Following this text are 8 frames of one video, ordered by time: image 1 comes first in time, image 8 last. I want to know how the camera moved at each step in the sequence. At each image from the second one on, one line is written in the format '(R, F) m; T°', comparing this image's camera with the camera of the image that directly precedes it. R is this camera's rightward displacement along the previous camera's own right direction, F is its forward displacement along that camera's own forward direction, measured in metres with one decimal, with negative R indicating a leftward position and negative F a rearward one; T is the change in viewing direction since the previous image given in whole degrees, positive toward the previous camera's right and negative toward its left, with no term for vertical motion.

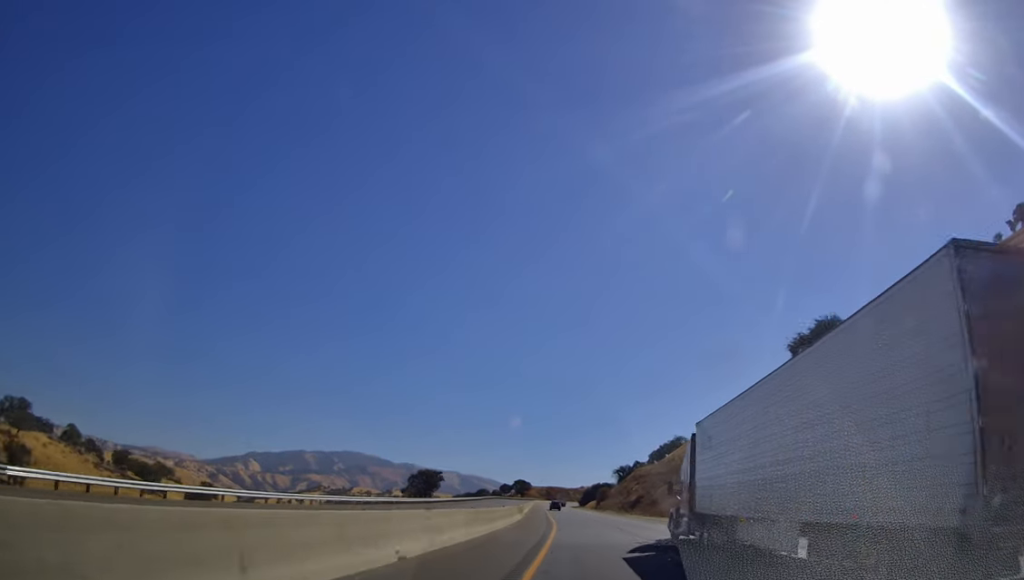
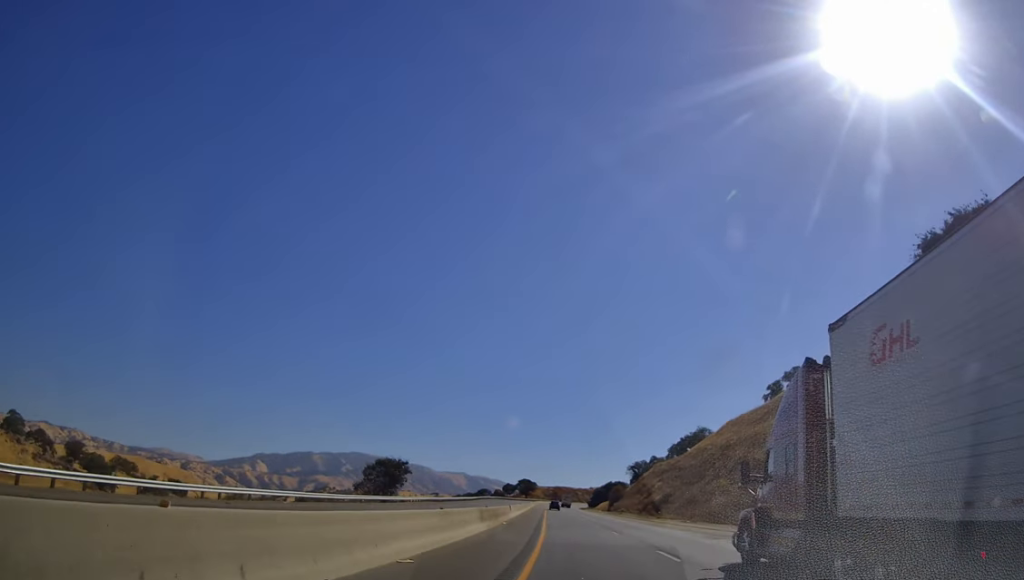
(-0.6, +26.8) m; -1°
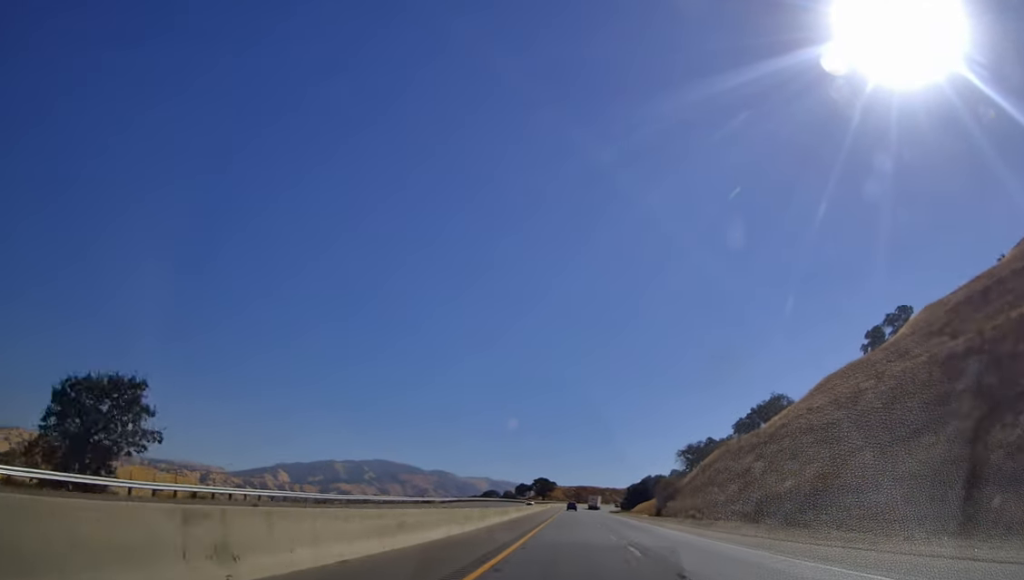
(-0.9, +55.5) m; -1°
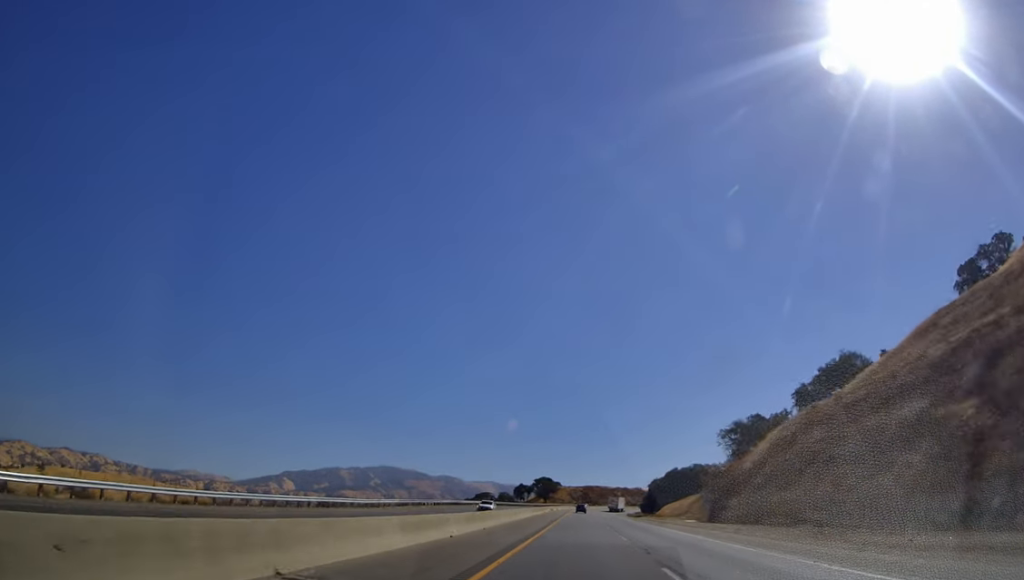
(-0.1, +36.3) m; -1°
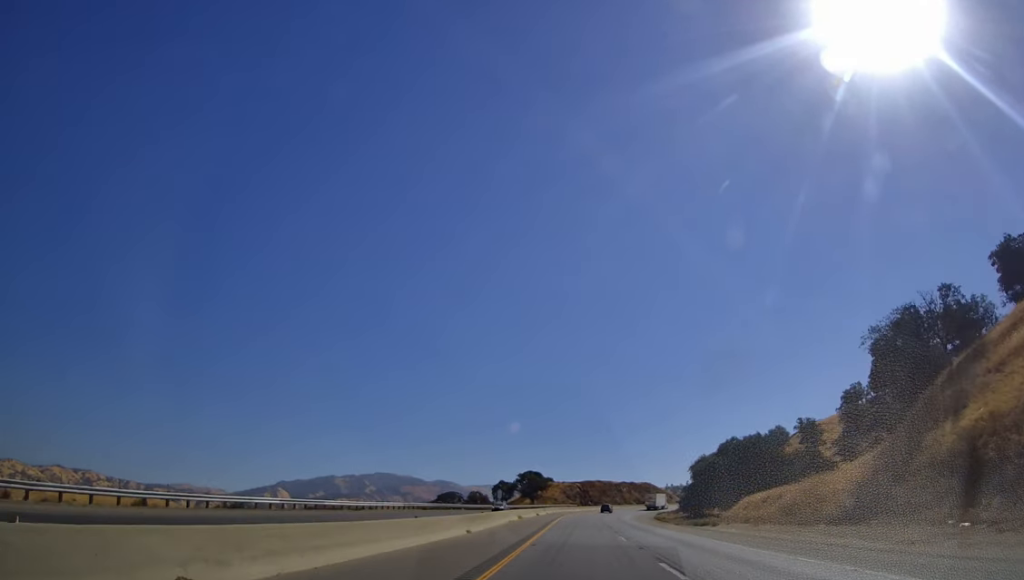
(-0.3, +55.3) m; -1°
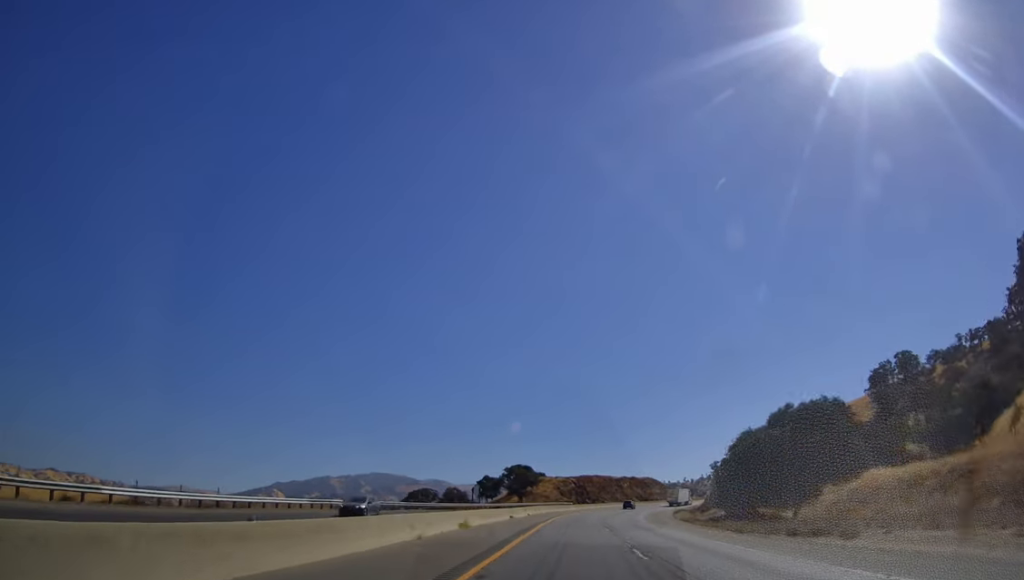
(-0.1, +24.8) m; 0°
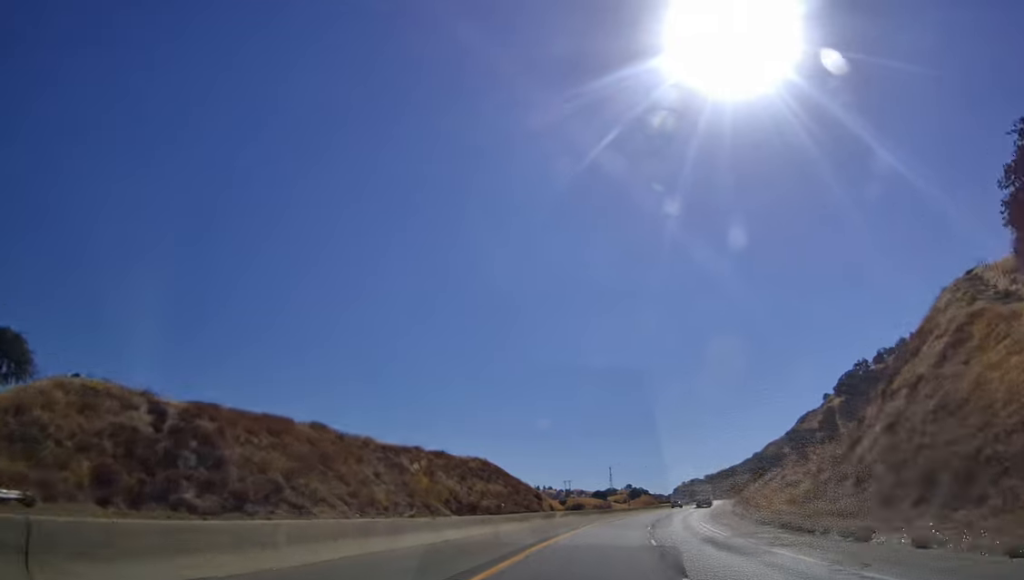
(+6.6, +136.7) m; +11°
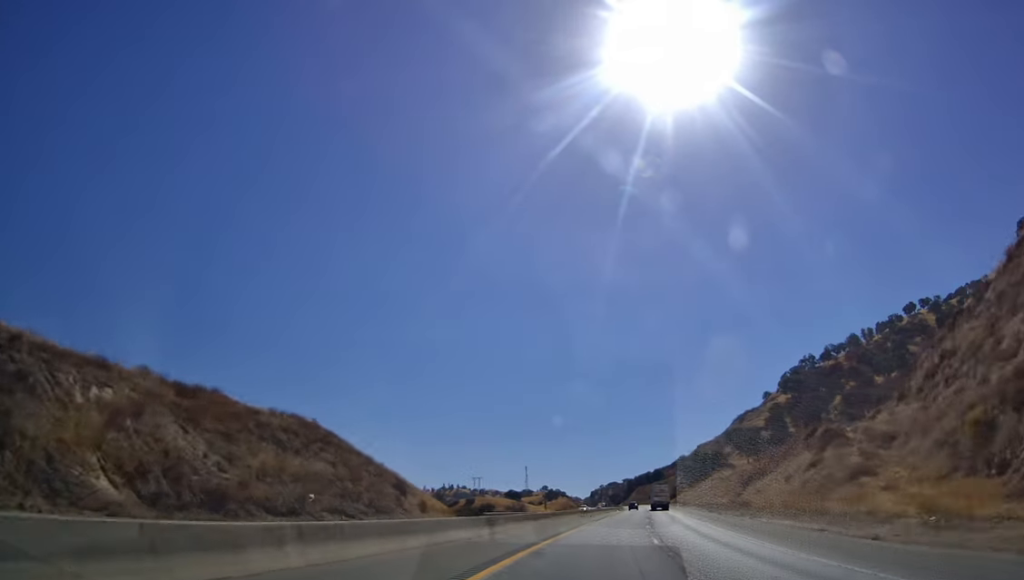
(+3.7, +43.3) m; +7°
